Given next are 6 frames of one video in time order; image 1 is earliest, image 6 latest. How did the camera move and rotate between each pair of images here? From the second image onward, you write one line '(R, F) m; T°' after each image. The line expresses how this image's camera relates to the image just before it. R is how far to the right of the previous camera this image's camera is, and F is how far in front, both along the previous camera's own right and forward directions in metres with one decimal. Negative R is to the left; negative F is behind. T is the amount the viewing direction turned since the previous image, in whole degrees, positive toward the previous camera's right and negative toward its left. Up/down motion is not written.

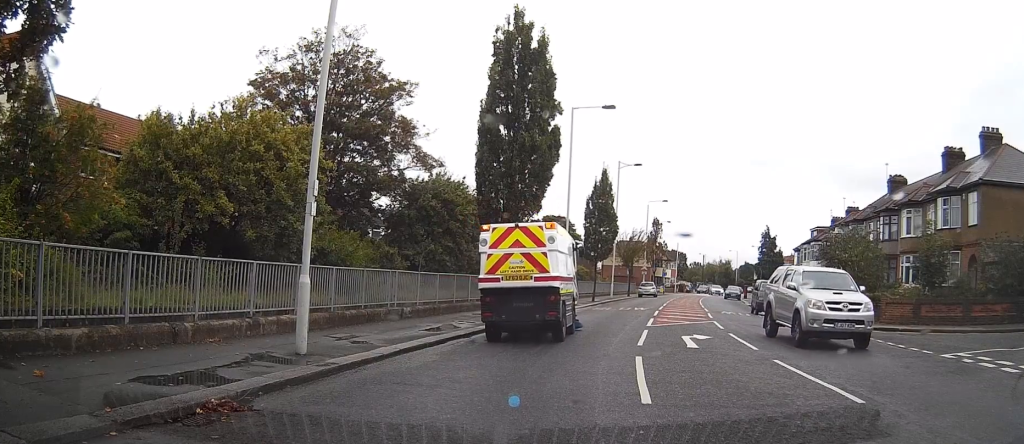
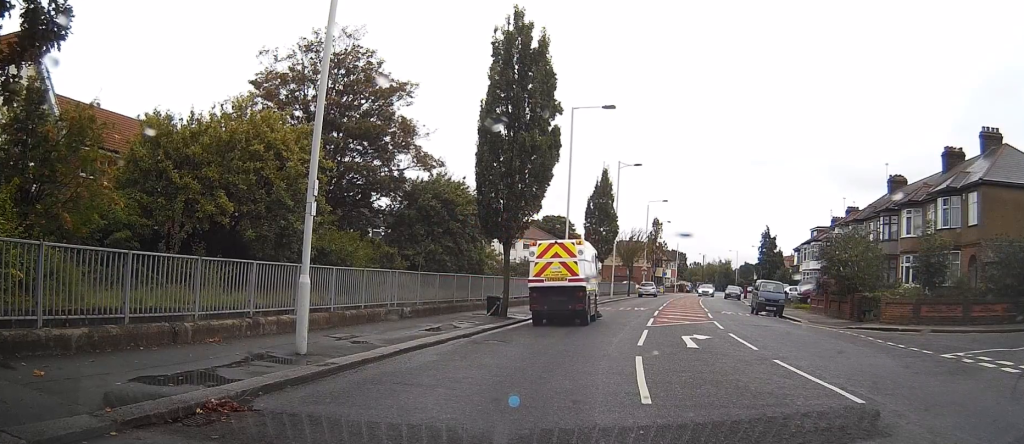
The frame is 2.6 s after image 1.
(0.0, 0.0) m; 0°
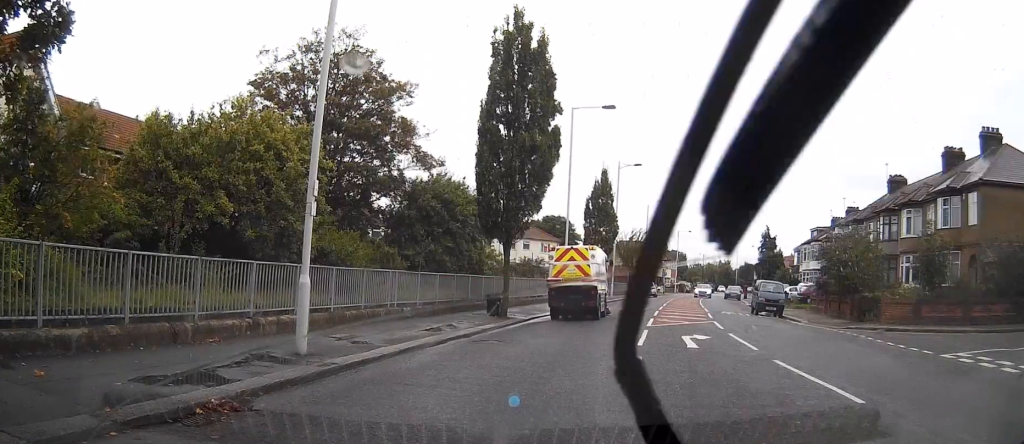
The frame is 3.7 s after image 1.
(0.0, 0.0) m; 0°
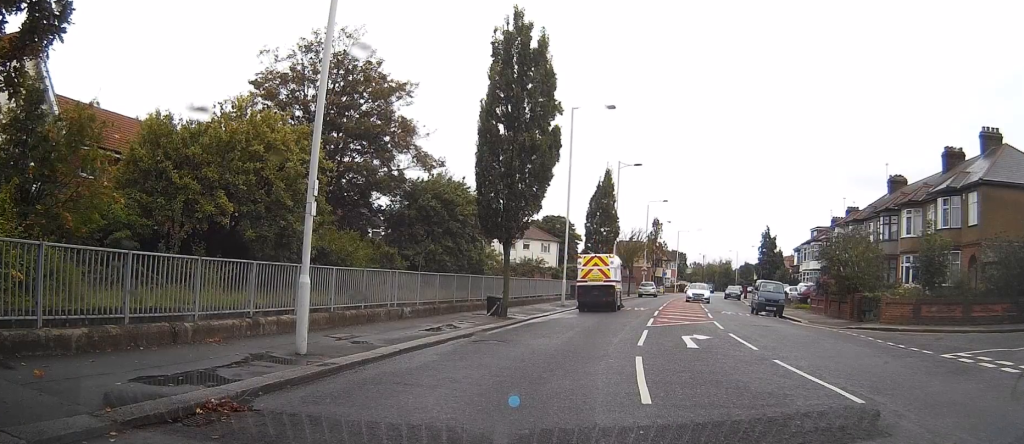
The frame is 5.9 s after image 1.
(0.0, 0.0) m; 0°
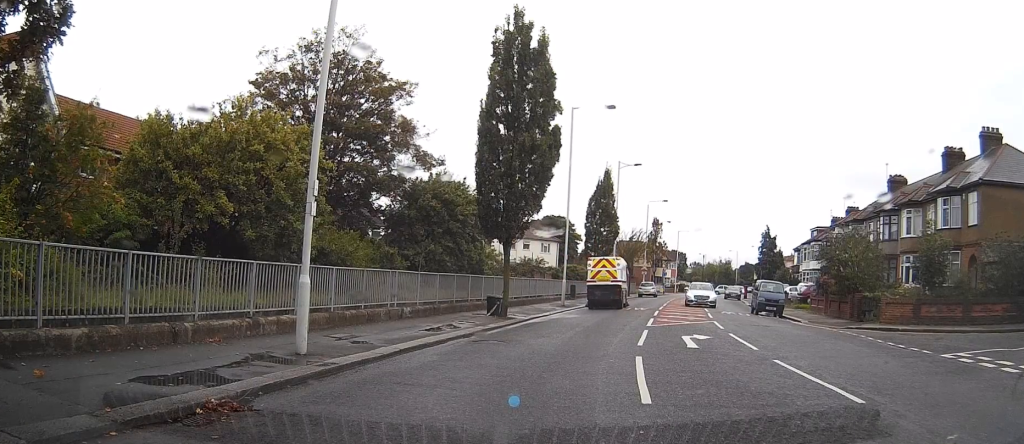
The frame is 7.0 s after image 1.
(0.0, 0.0) m; 0°
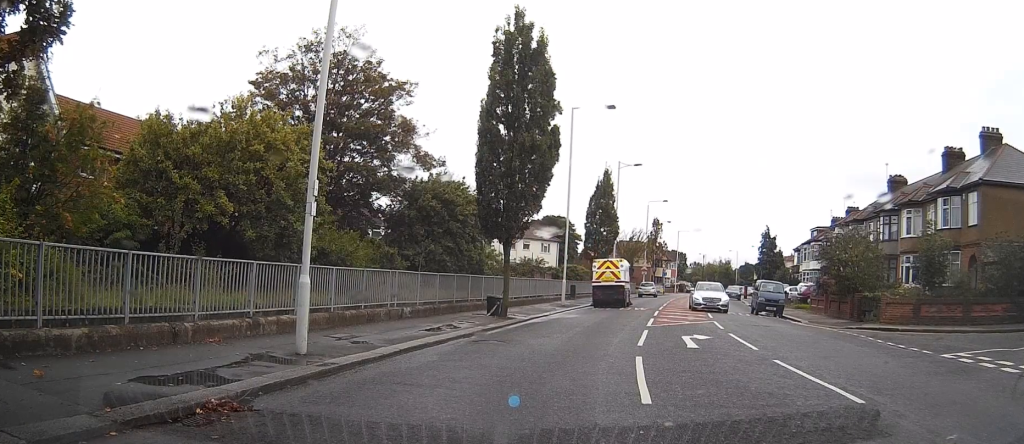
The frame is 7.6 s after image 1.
(0.0, 0.0) m; 0°
